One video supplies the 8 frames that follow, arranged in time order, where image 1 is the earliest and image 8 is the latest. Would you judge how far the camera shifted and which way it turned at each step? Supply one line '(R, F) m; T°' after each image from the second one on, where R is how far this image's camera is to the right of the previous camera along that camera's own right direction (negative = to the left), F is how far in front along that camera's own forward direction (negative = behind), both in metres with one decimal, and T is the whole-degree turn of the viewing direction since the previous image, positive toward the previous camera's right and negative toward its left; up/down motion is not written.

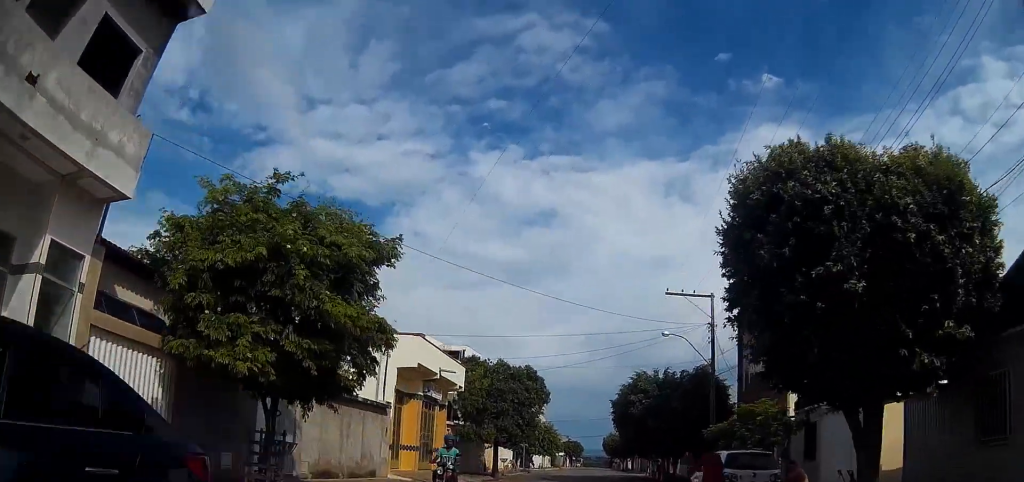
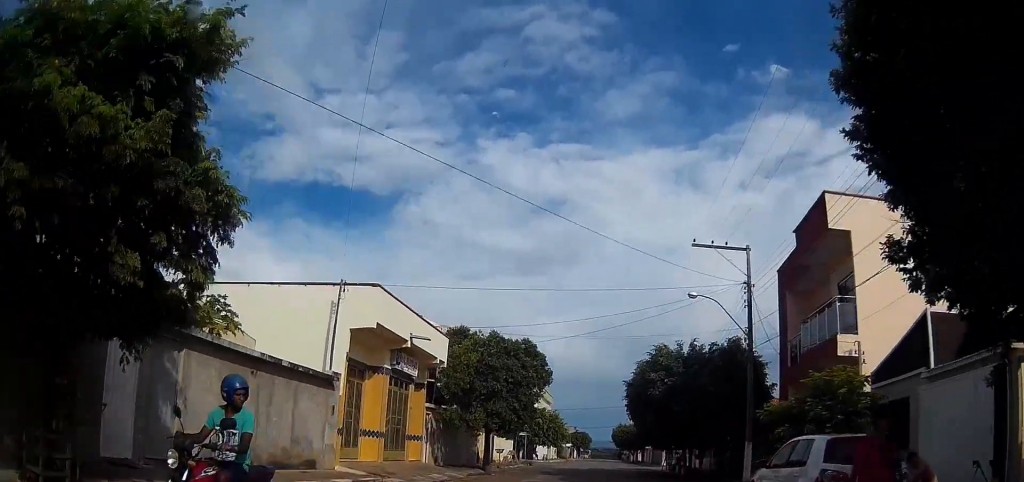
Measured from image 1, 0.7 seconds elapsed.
(-0.1, +5.6) m; +2°
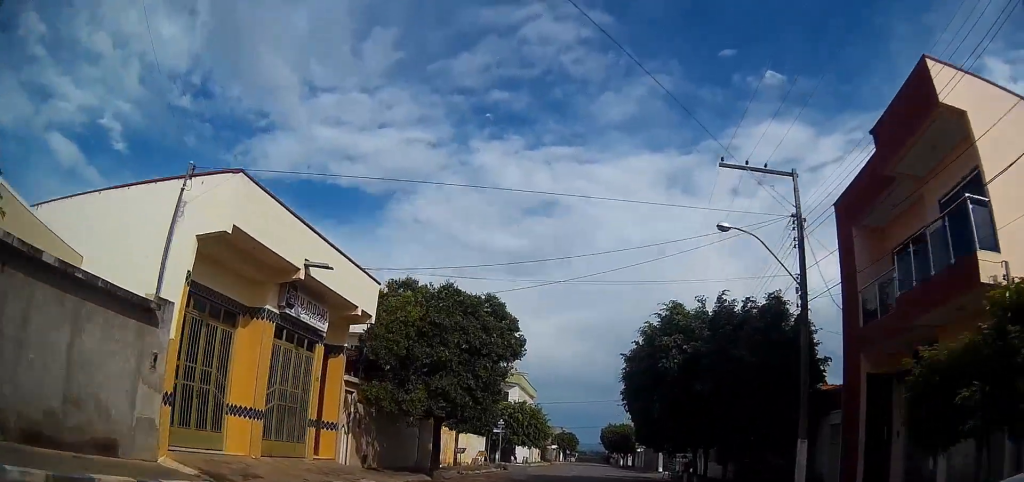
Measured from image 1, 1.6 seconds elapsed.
(+0.5, +7.2) m; 0°
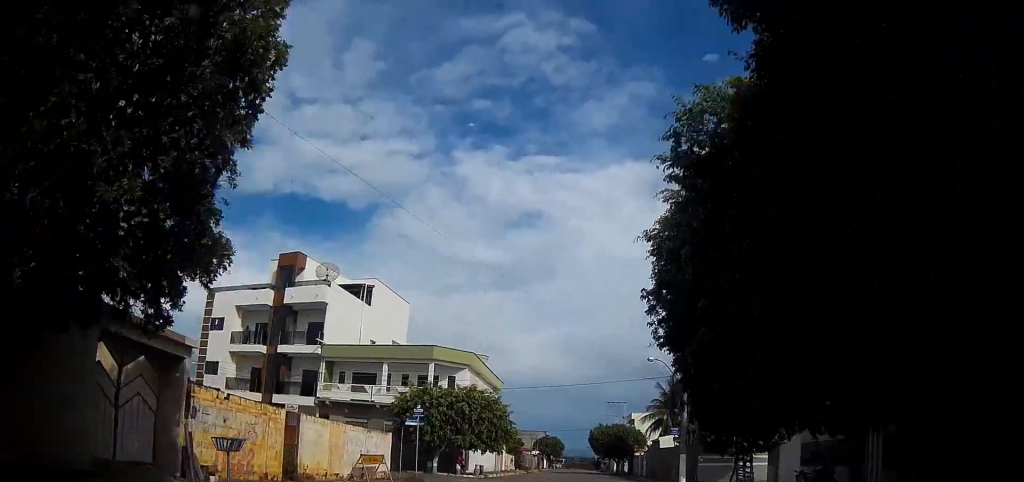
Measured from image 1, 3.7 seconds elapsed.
(-0.6, +17.7) m; -1°
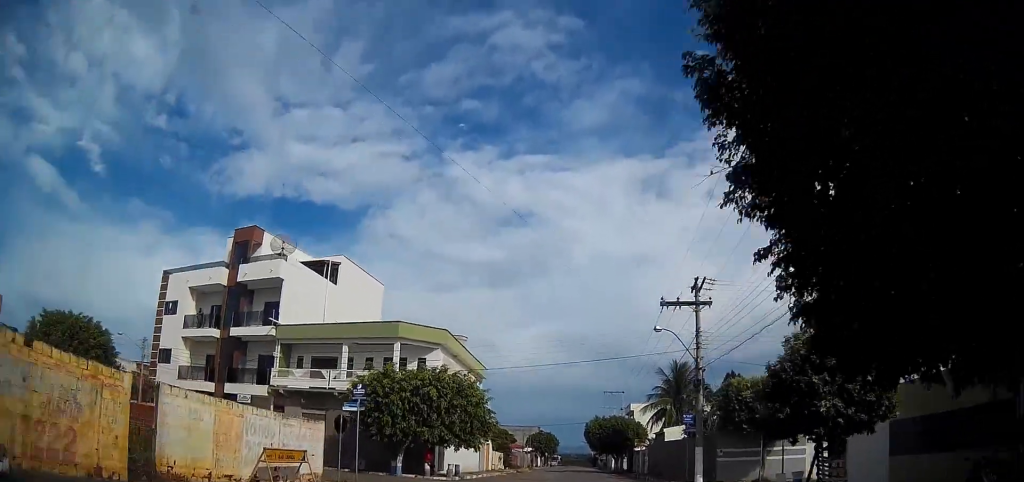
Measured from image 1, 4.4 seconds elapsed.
(0.0, +5.9) m; -1°
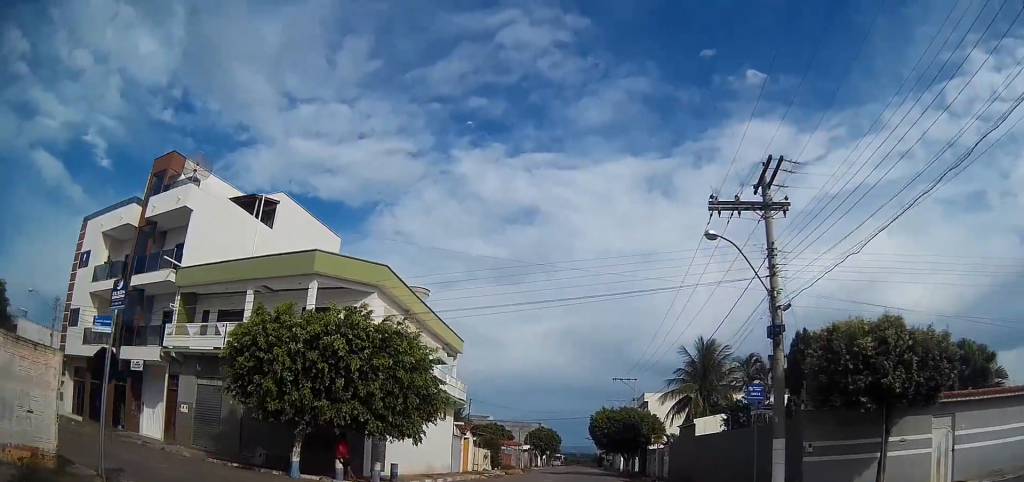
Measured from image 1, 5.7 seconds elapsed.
(-0.1, +11.7) m; 0°
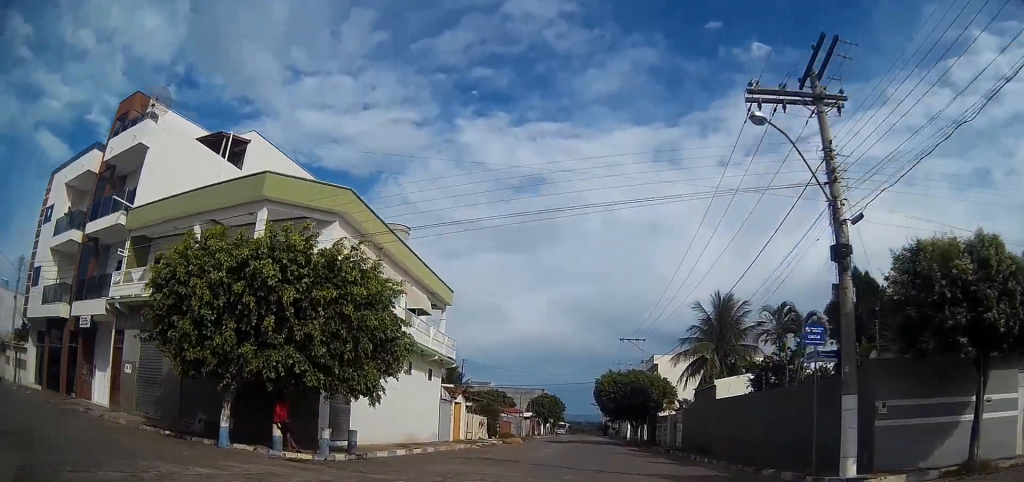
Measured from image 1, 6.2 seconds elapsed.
(+0.1, +4.4) m; 0°
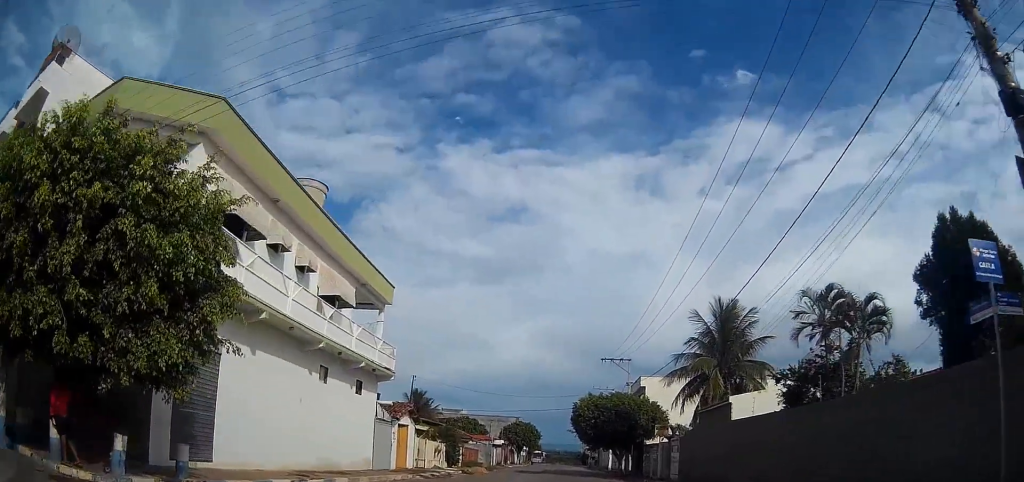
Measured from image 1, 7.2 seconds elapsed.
(0.0, +8.1) m; +1°
